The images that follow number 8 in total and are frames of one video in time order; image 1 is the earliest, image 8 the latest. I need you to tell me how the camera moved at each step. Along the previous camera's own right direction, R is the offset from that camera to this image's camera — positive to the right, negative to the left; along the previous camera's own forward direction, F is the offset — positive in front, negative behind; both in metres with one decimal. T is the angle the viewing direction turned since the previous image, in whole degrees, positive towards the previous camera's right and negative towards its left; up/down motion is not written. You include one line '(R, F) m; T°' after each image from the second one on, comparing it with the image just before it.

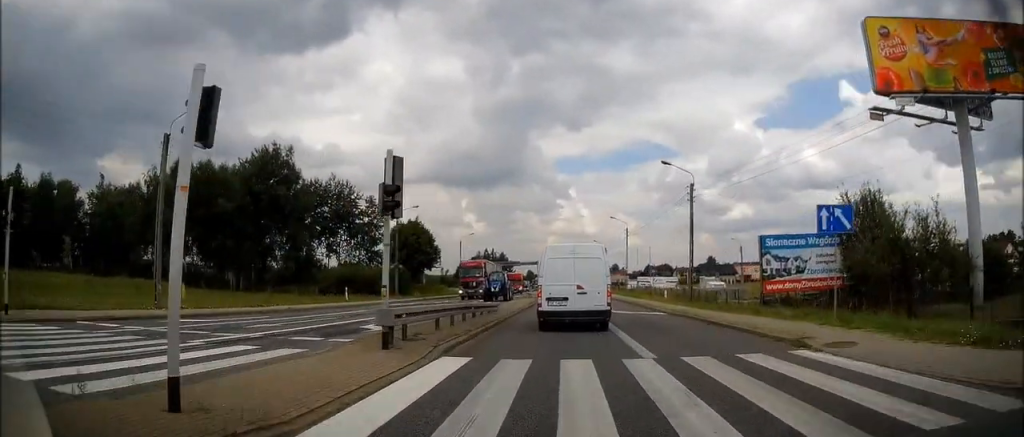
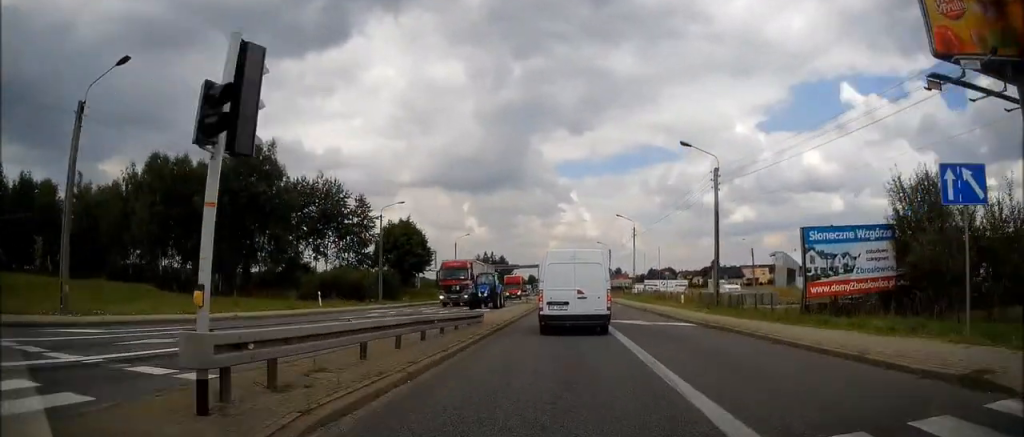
(-0.1, +5.7) m; -1°
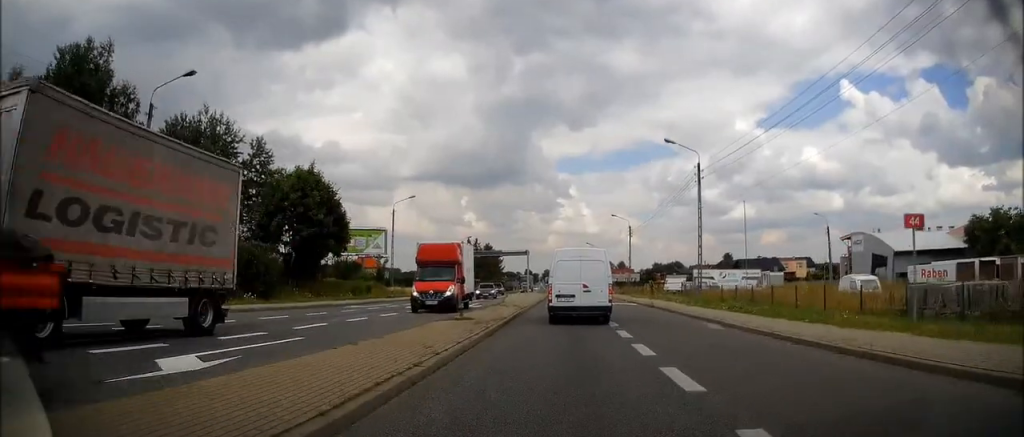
(+0.6, +31.9) m; +2°
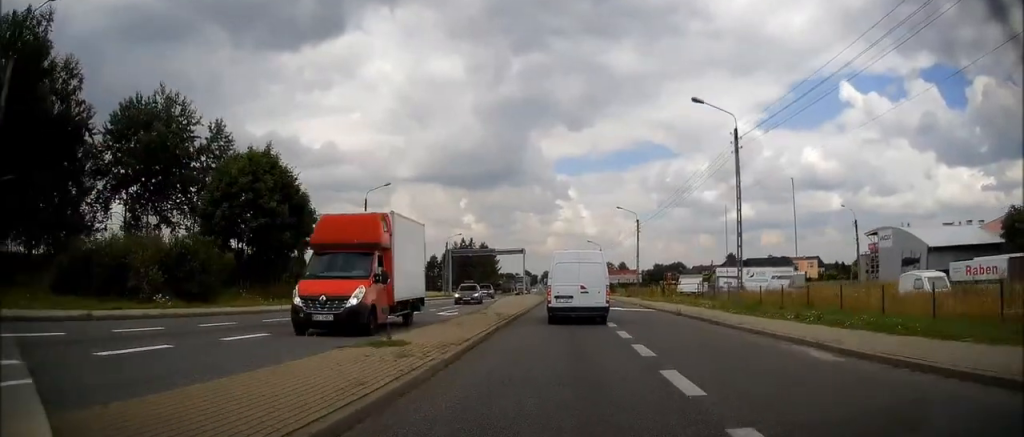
(-0.2, +7.9) m; 0°
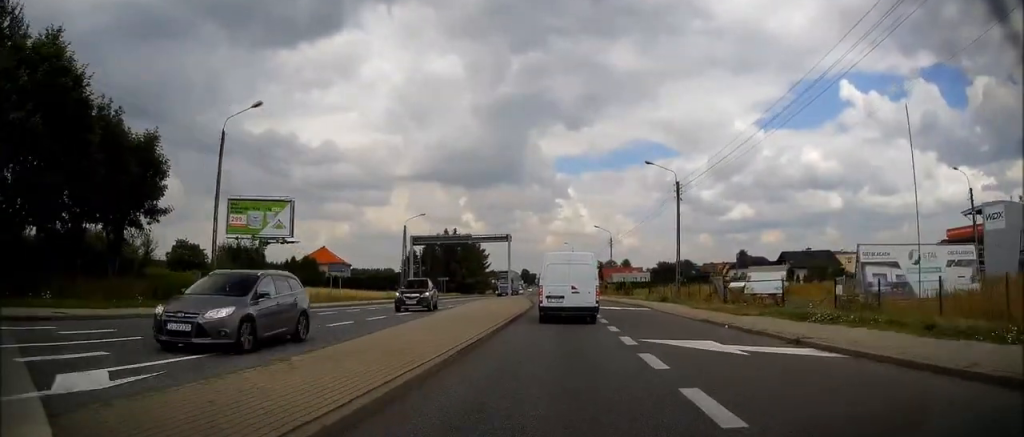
(+0.1, +21.9) m; 0°
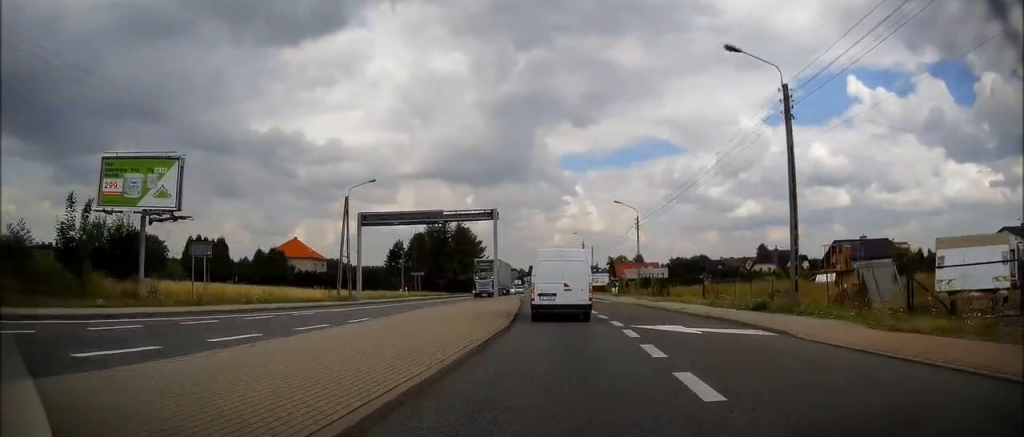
(-0.3, +18.7) m; -2°
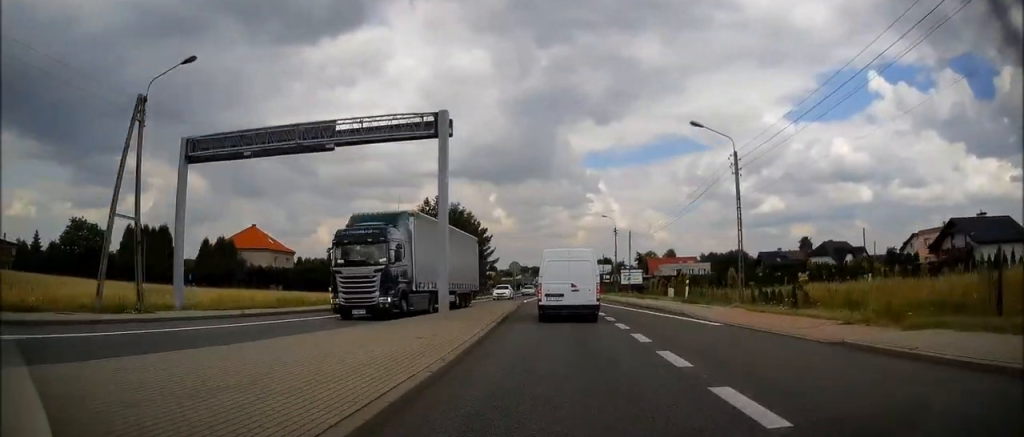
(-0.4, +25.3) m; -2°
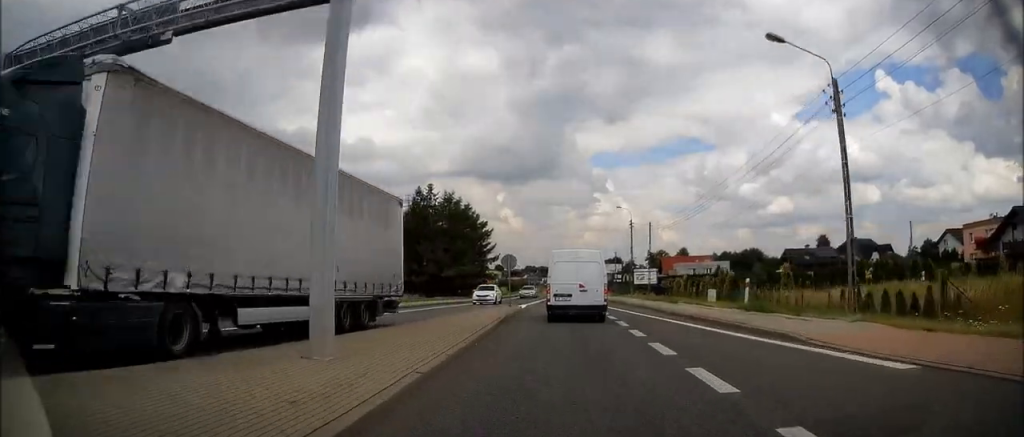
(-0.2, +10.3) m; 0°
